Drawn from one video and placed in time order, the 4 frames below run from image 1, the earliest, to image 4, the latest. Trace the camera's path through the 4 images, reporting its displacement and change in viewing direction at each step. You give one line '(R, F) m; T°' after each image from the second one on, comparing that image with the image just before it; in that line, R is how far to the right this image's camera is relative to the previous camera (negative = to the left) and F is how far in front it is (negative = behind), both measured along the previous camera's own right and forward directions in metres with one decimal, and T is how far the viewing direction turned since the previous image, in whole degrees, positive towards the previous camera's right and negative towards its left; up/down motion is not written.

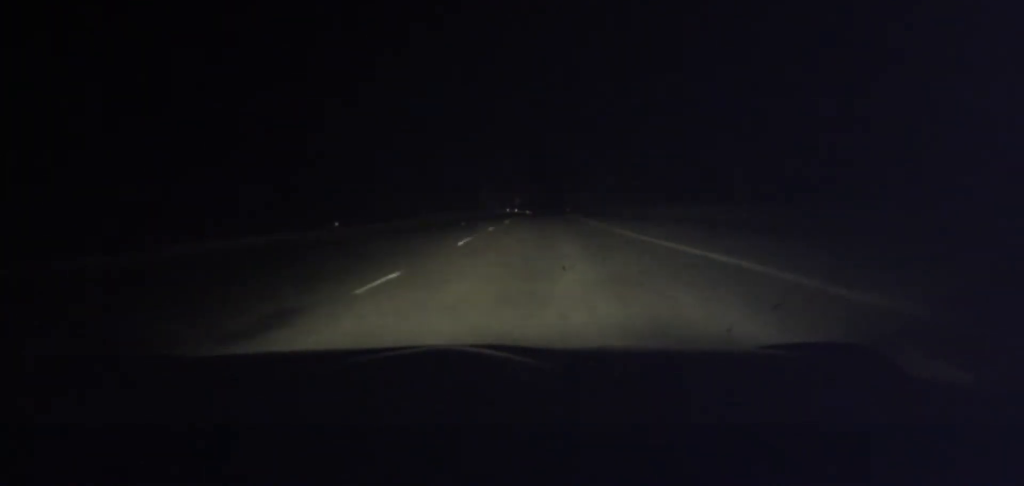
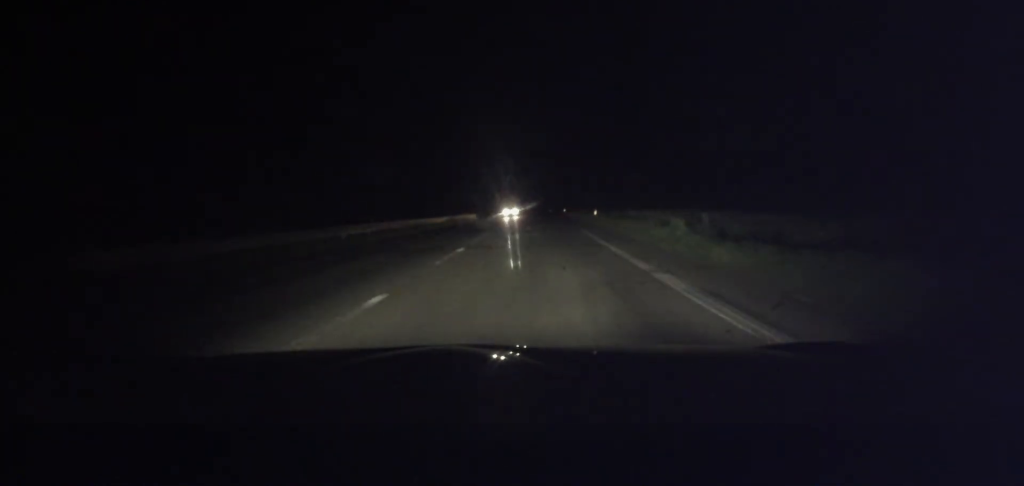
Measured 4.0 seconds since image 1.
(+8.8, +124.5) m; +5°
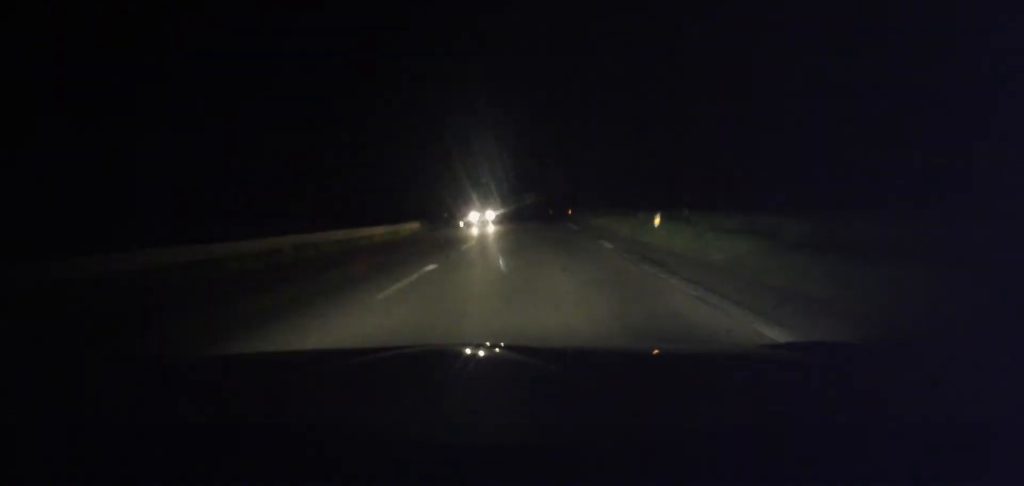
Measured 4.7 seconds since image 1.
(0.0, +22.6) m; 0°
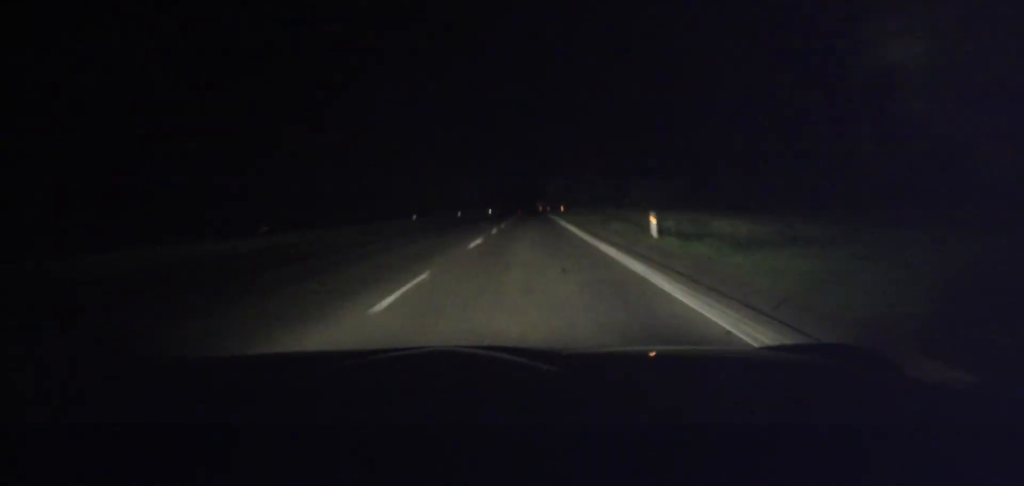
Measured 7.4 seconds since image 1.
(+1.8, +95.2) m; +1°
